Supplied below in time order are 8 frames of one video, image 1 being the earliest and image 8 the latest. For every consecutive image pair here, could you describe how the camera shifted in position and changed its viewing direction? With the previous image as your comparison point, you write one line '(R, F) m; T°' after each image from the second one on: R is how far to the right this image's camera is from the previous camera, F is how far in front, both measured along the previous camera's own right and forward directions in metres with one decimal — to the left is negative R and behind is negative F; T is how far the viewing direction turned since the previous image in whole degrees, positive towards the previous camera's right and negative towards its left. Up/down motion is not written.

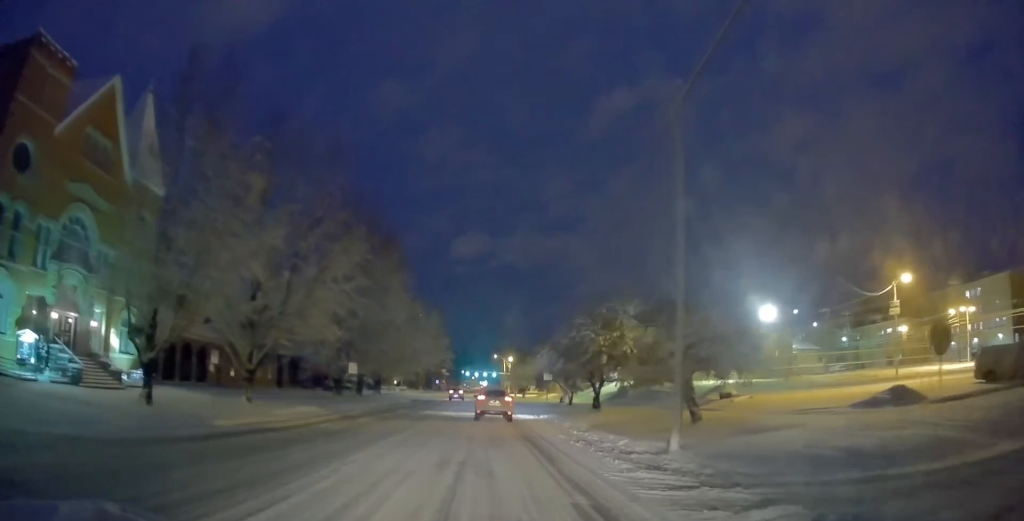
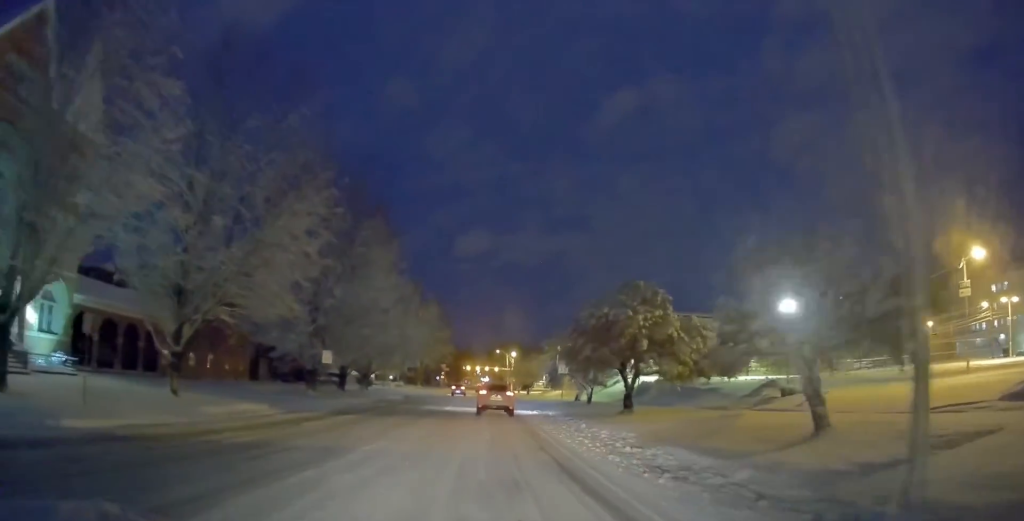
(+0.2, +7.6) m; +1°
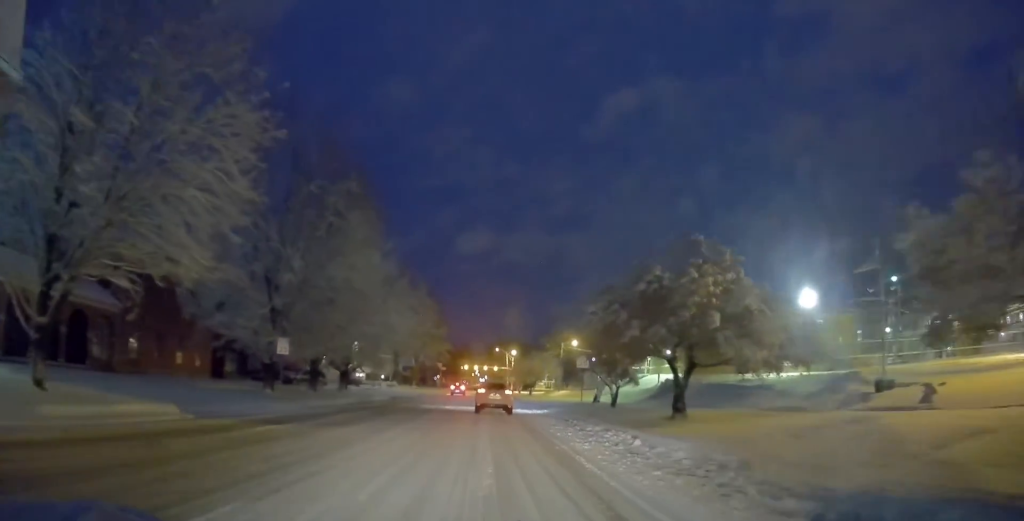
(0.0, +7.9) m; -1°
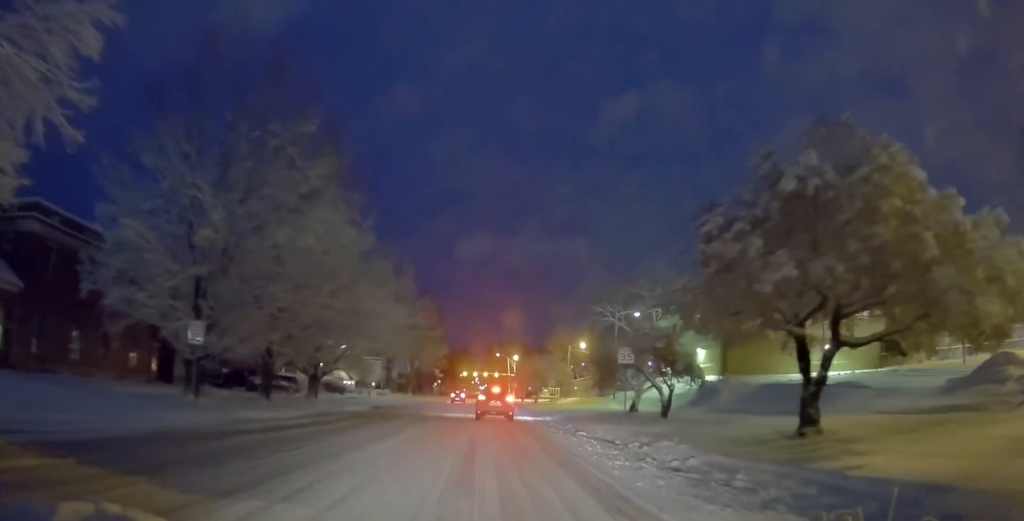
(-0.3, +9.2) m; -1°
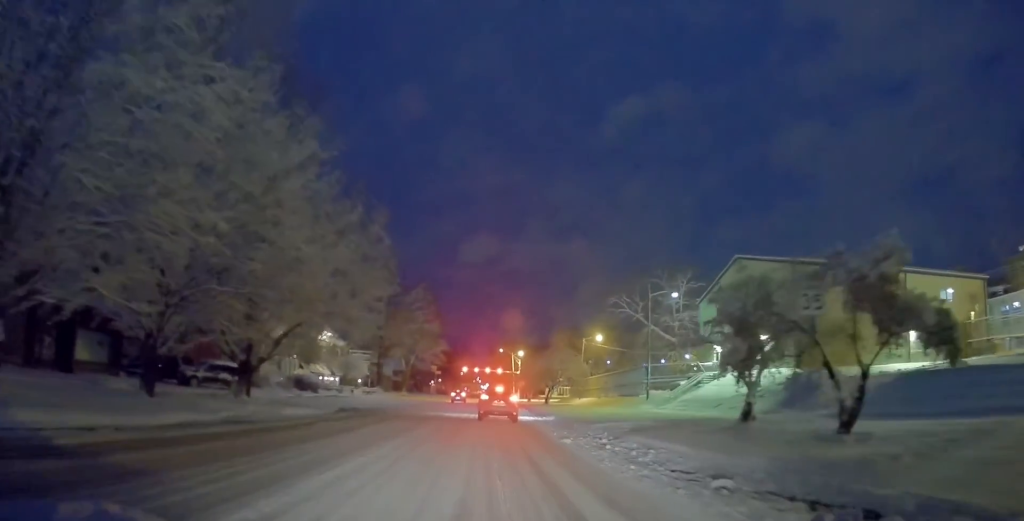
(+0.5, +12.9) m; +2°
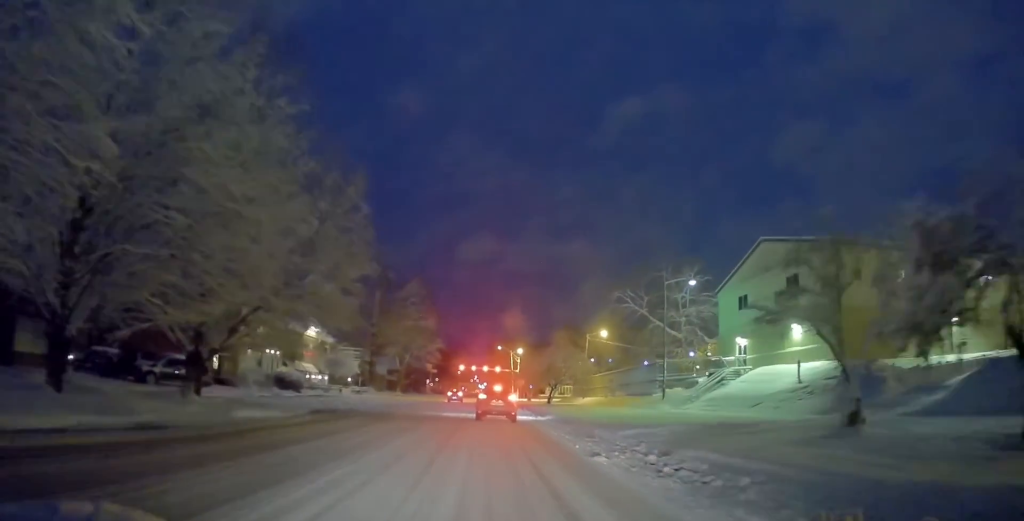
(-0.2, +5.5) m; -2°
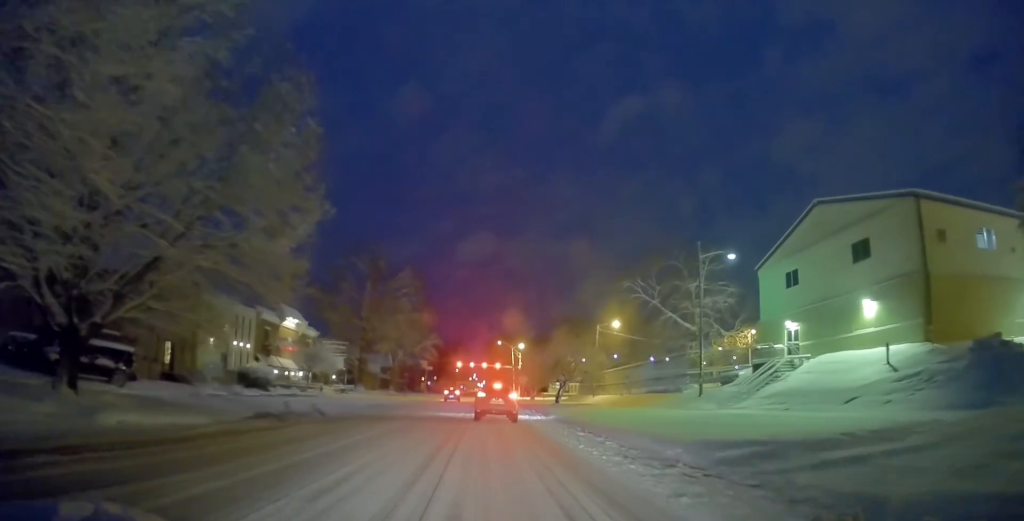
(-0.2, +8.6) m; -1°
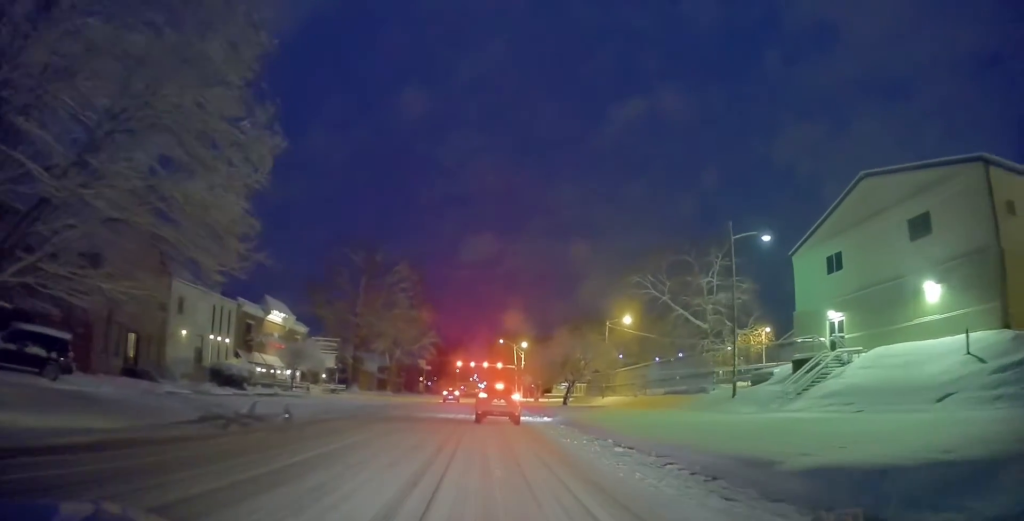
(-0.1, +5.5) m; +1°
